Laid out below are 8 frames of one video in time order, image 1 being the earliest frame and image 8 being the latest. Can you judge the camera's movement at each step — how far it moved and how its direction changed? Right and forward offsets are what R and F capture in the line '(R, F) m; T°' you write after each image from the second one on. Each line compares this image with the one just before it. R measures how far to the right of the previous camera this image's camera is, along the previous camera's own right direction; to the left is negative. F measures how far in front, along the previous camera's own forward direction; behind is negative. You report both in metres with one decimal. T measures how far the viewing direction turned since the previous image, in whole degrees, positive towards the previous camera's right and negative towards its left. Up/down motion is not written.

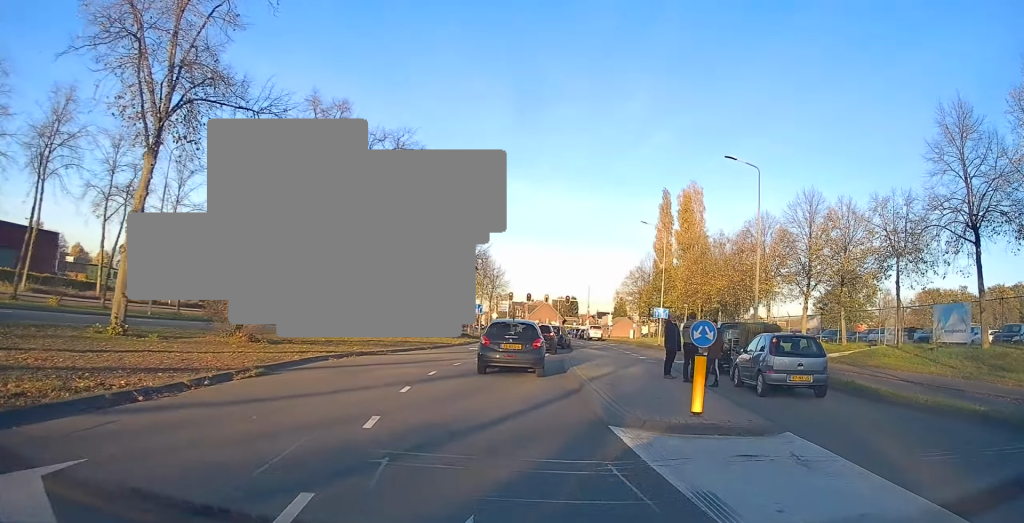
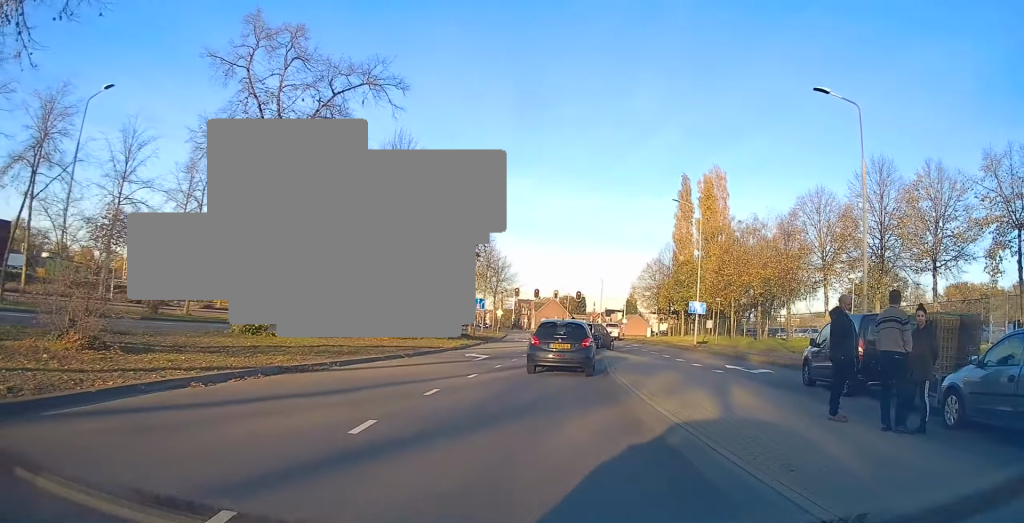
(+0.1, +7.8) m; +1°
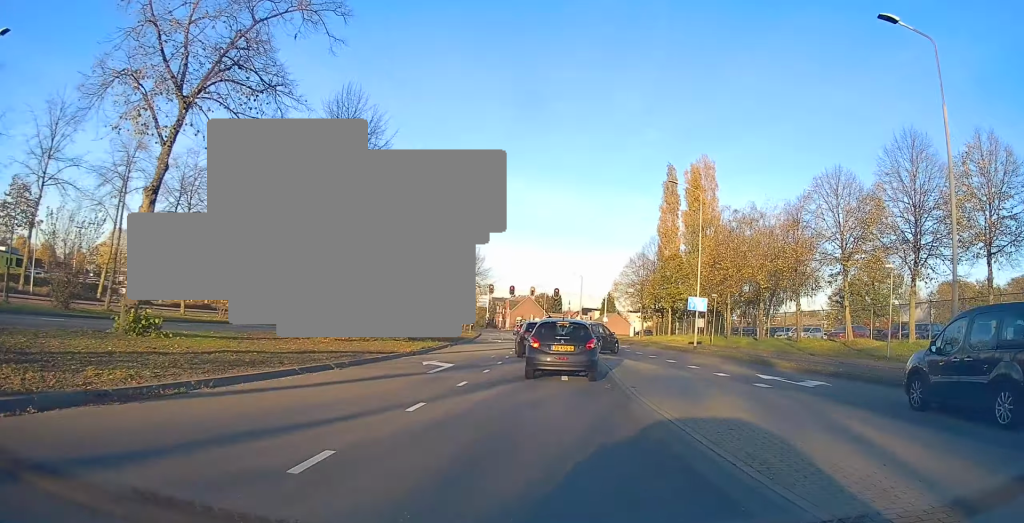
(-0.2, +5.8) m; -1°
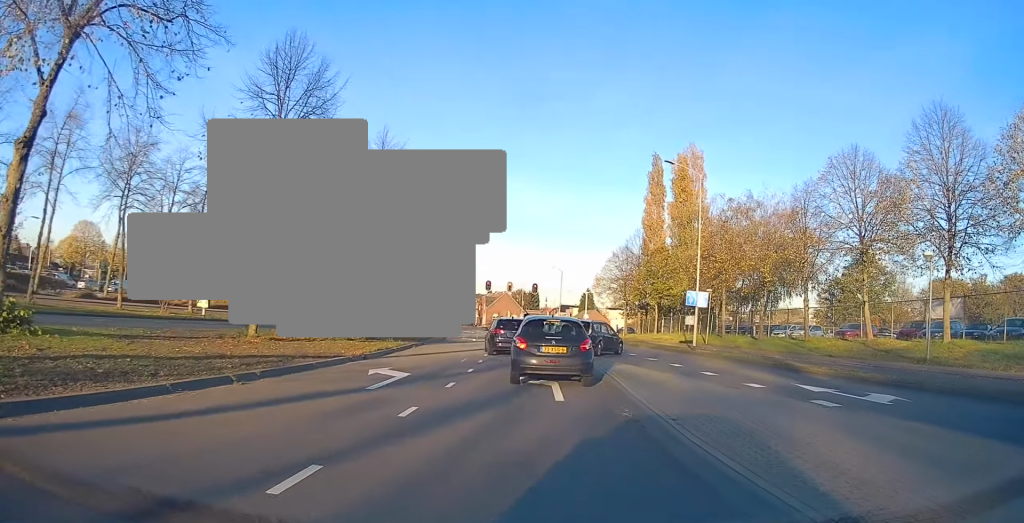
(+0.1, +4.8) m; +2°
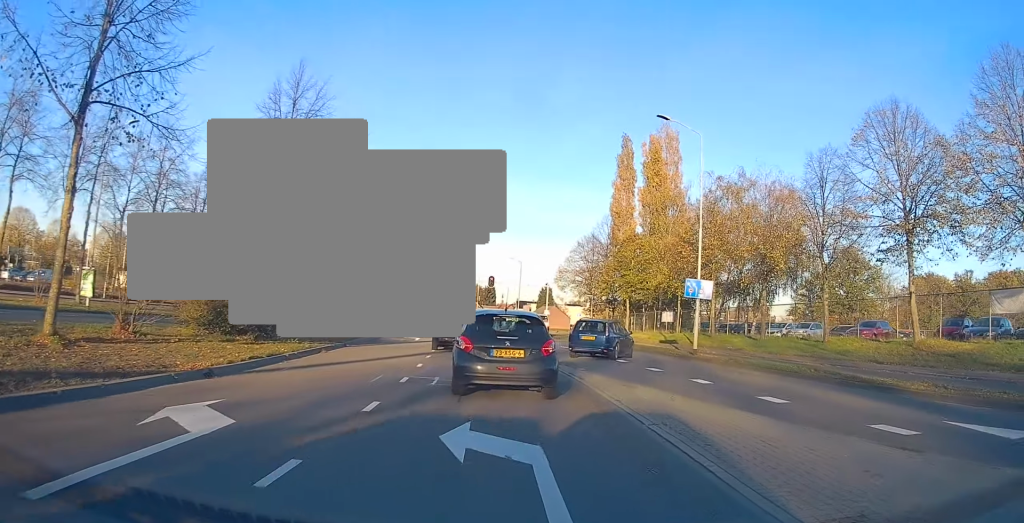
(+0.5, +8.9) m; +6°
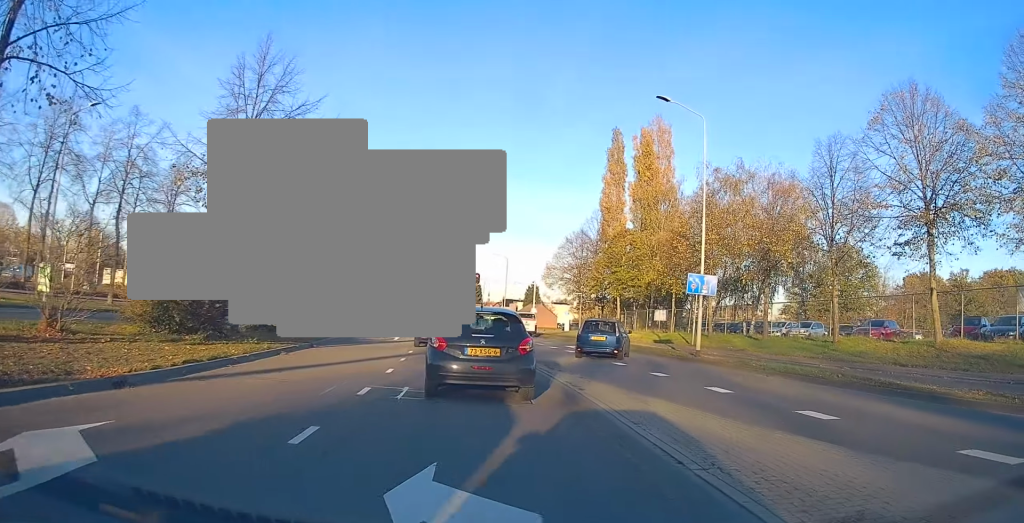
(+0.1, +2.7) m; 0°
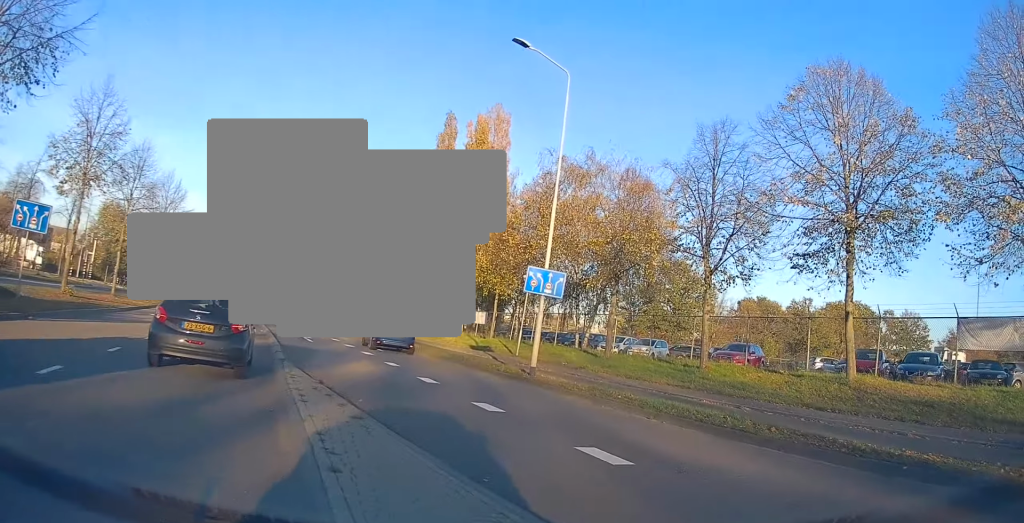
(+0.1, +7.0) m; +8°
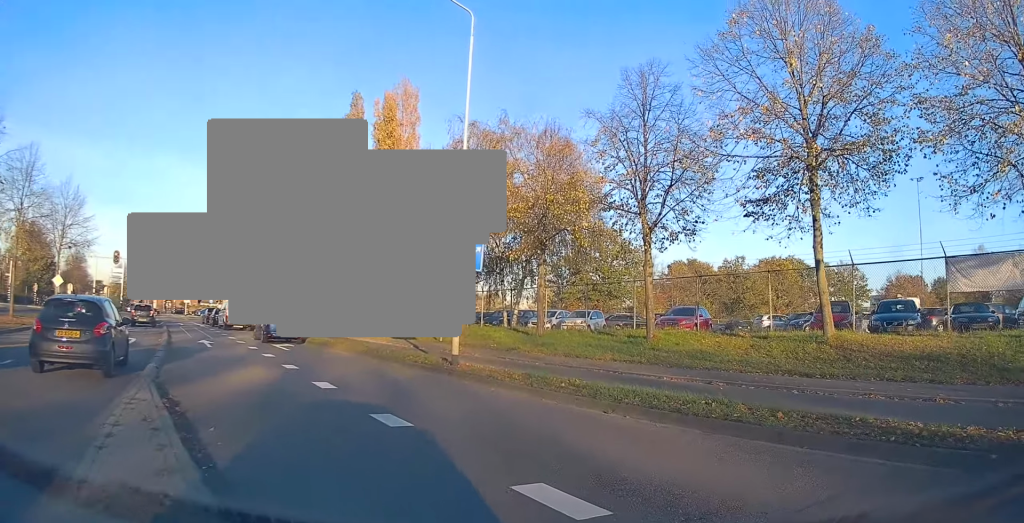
(+0.4, +3.3) m; +7°
